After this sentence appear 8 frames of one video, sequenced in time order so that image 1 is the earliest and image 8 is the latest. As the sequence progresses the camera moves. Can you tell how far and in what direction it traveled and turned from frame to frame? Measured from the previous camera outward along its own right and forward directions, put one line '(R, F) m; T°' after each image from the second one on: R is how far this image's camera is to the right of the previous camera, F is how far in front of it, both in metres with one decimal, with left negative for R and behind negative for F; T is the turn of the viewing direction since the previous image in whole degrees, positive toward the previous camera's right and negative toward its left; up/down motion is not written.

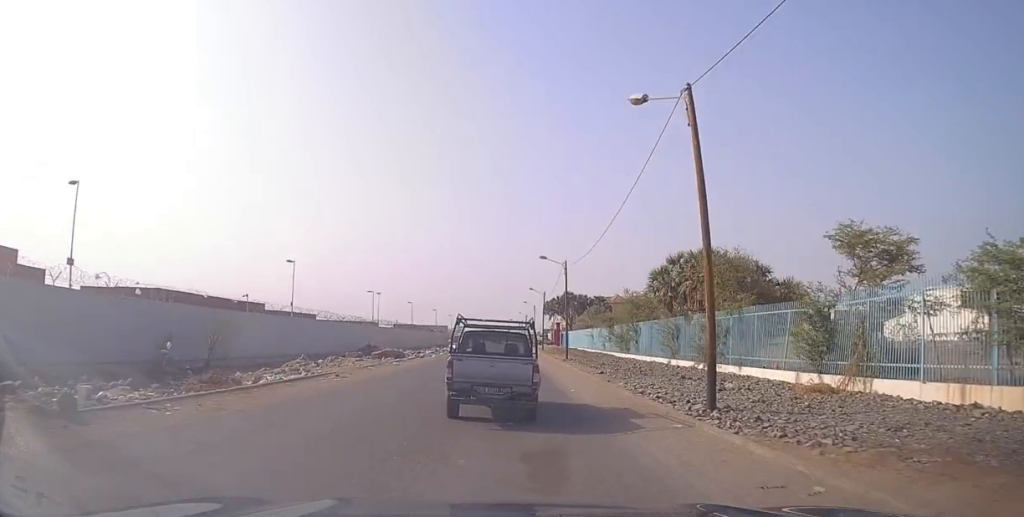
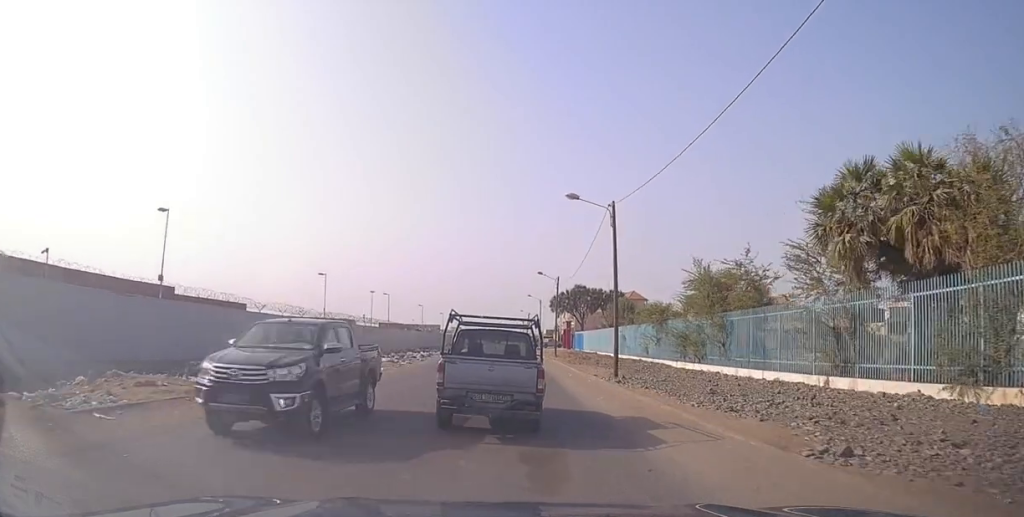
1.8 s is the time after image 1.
(+0.2, +21.6) m; +1°
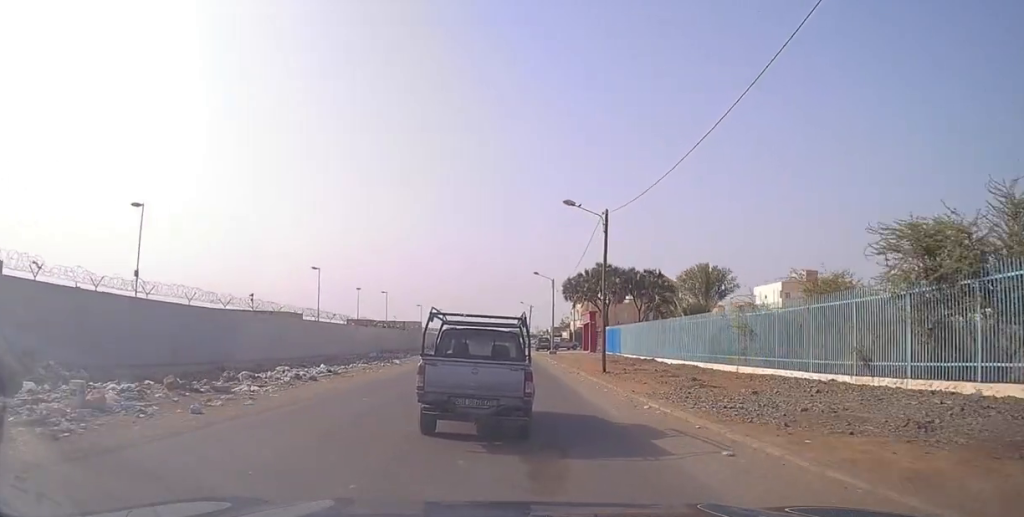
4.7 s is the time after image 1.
(+0.8, +30.8) m; +3°
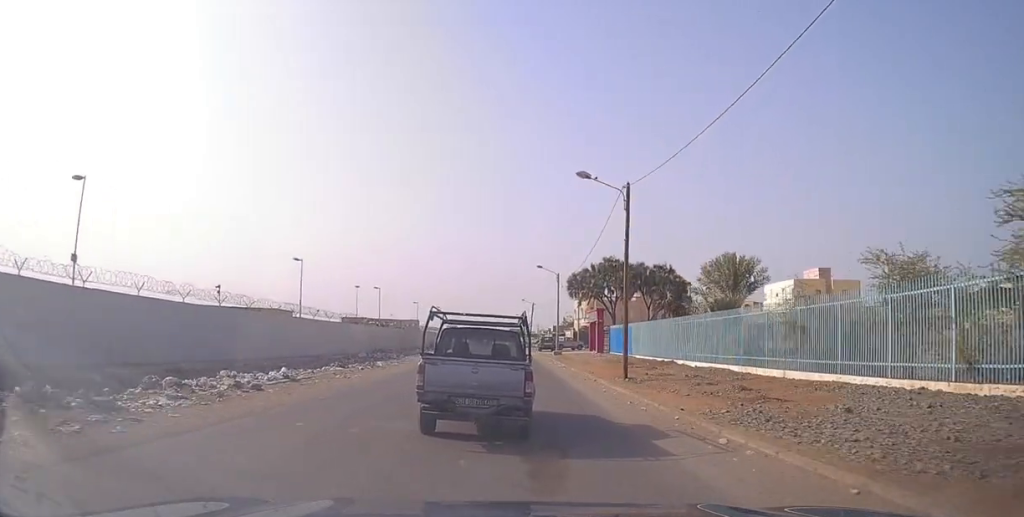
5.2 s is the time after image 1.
(0.0, +5.0) m; -2°
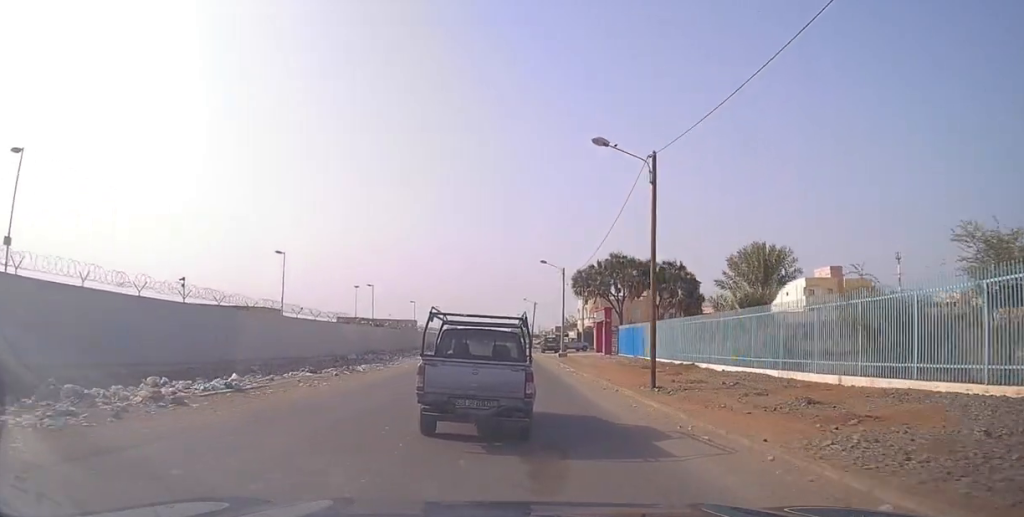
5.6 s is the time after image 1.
(+0.1, +4.3) m; -2°
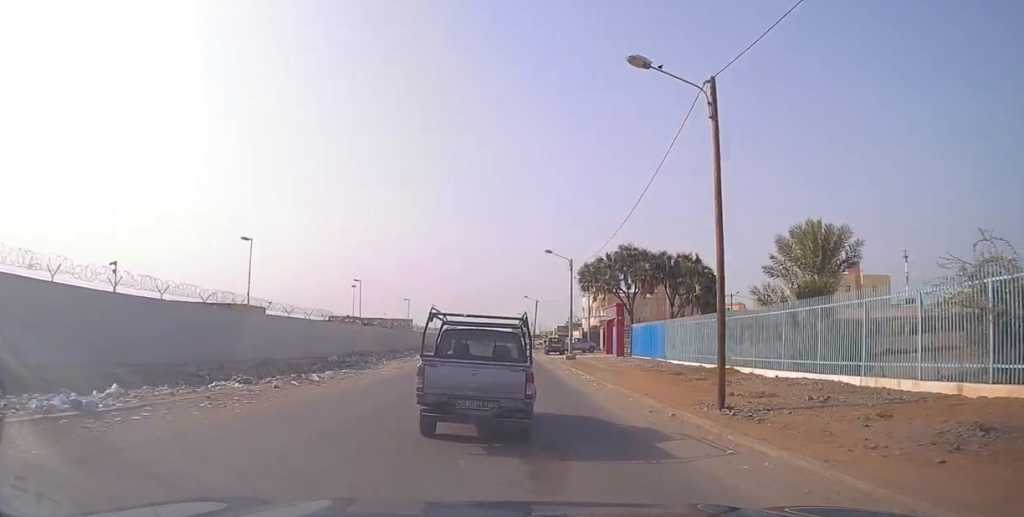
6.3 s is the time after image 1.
(-0.5, +6.1) m; -1°
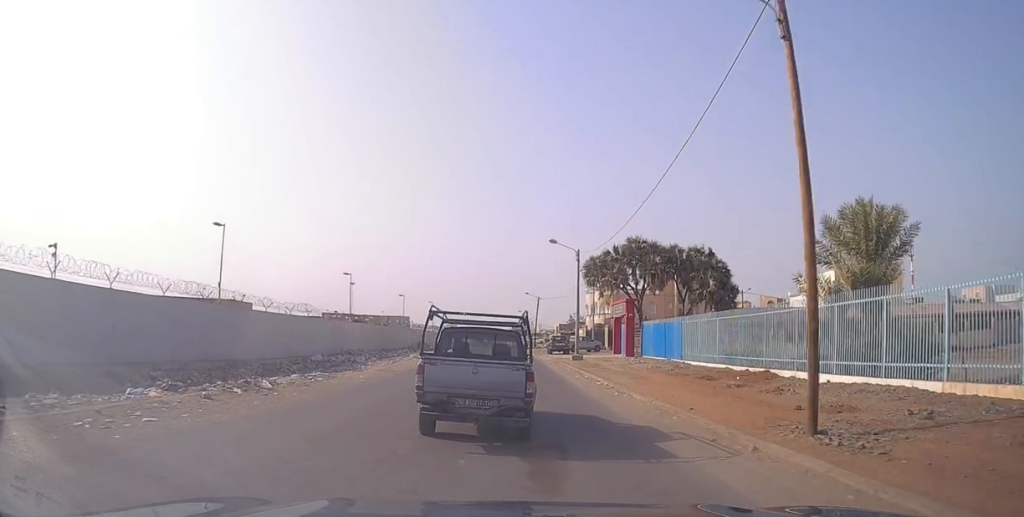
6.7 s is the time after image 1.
(-0.1, +4.1) m; 0°
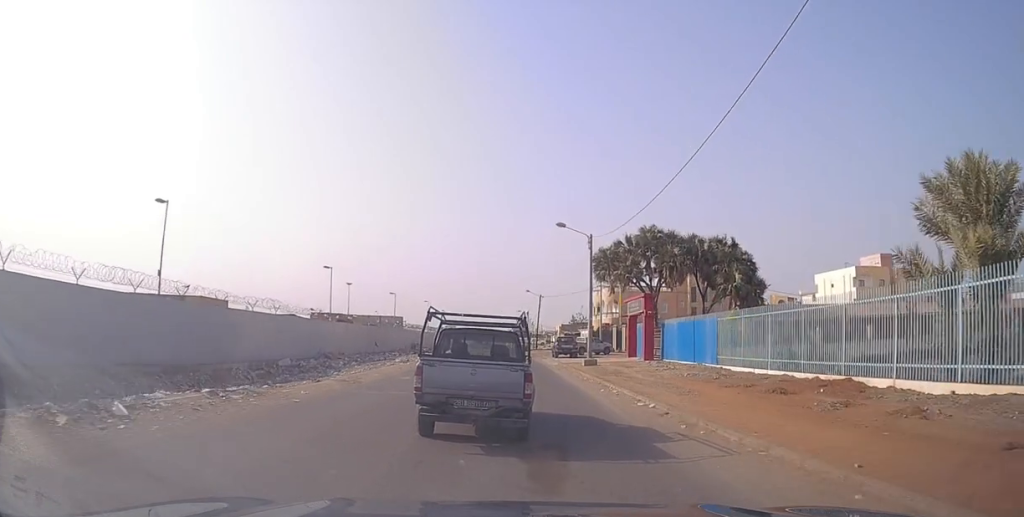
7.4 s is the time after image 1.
(+0.3, +6.4) m; +1°
